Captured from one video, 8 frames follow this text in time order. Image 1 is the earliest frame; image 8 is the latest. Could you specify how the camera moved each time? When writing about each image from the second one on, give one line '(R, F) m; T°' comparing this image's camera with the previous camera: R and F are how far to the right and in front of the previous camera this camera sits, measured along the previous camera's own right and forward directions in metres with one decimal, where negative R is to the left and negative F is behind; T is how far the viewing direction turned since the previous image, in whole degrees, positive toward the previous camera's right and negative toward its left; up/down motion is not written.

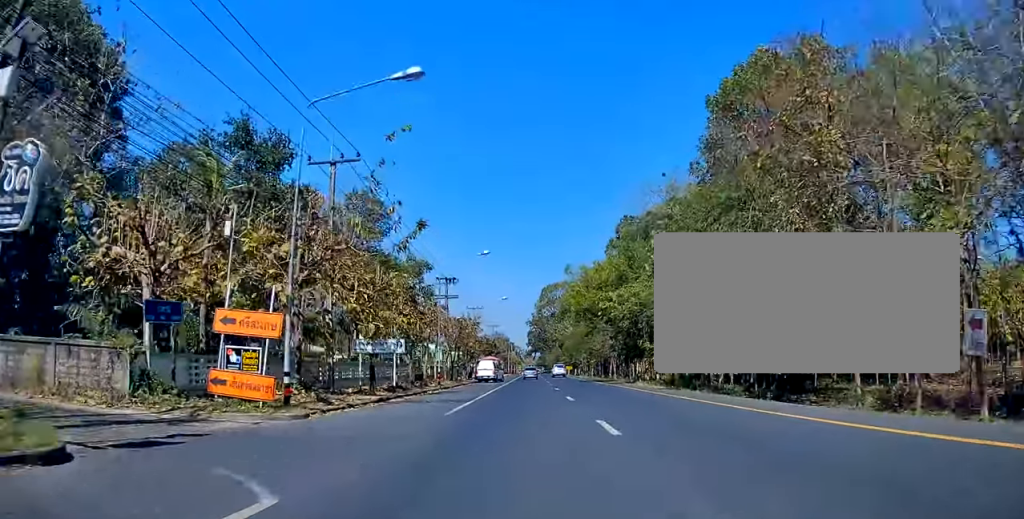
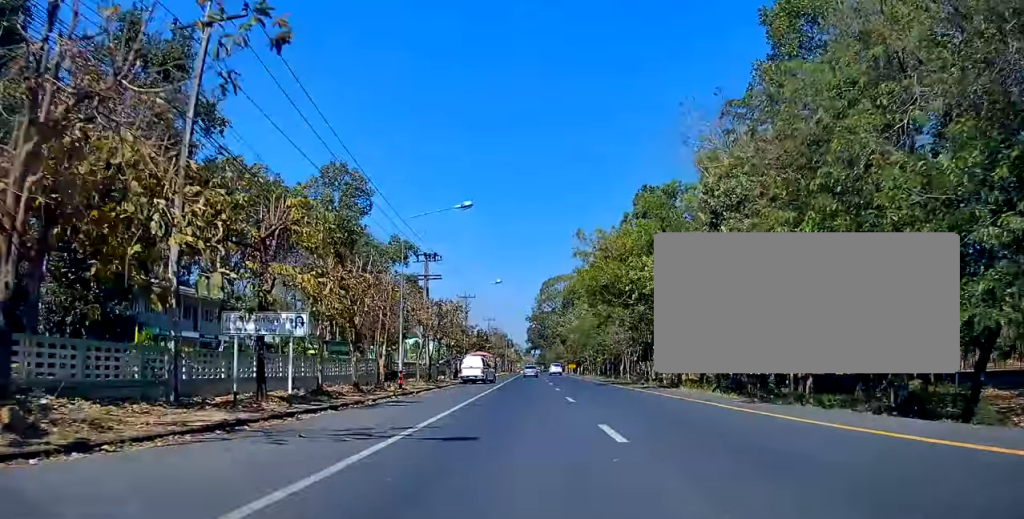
(0.0, +12.8) m; +1°
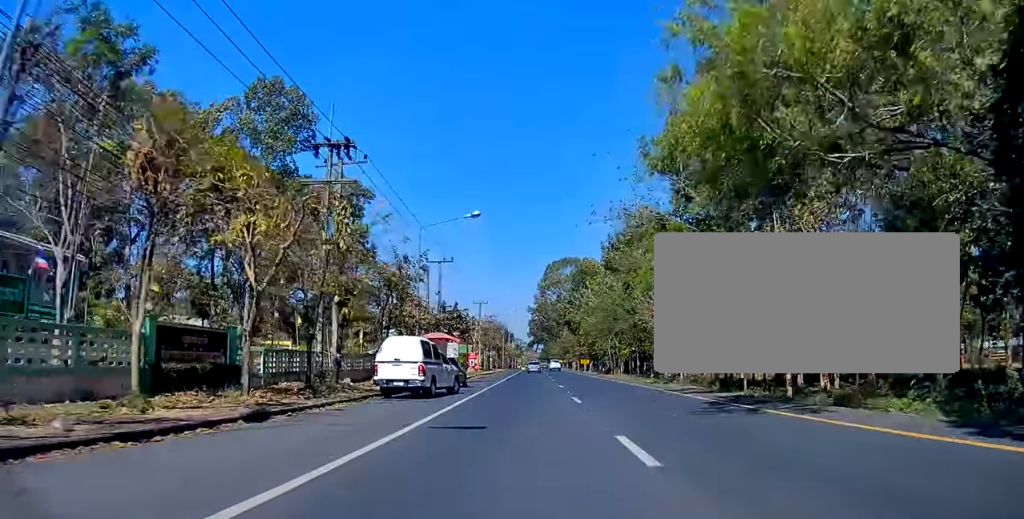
(+0.8, +26.2) m; +1°
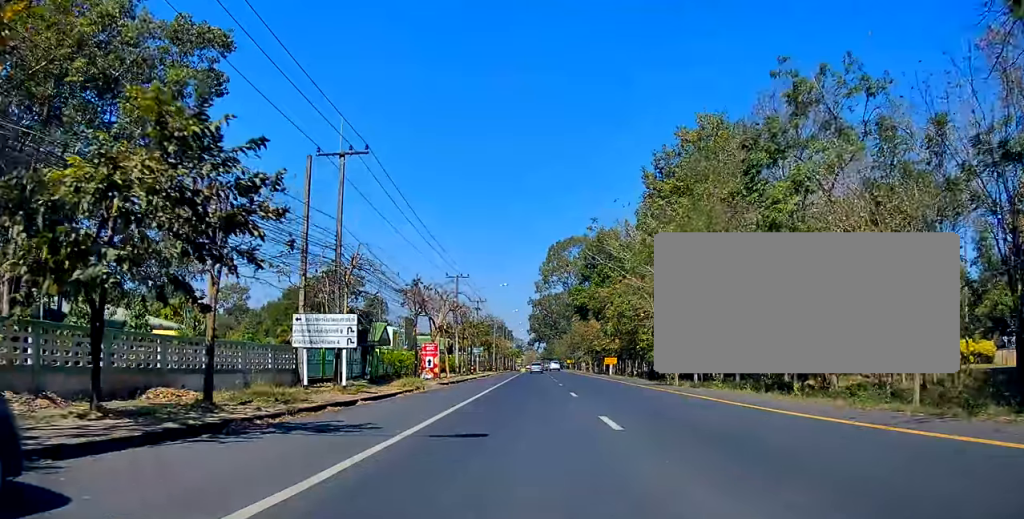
(-0.8, +31.9) m; 0°
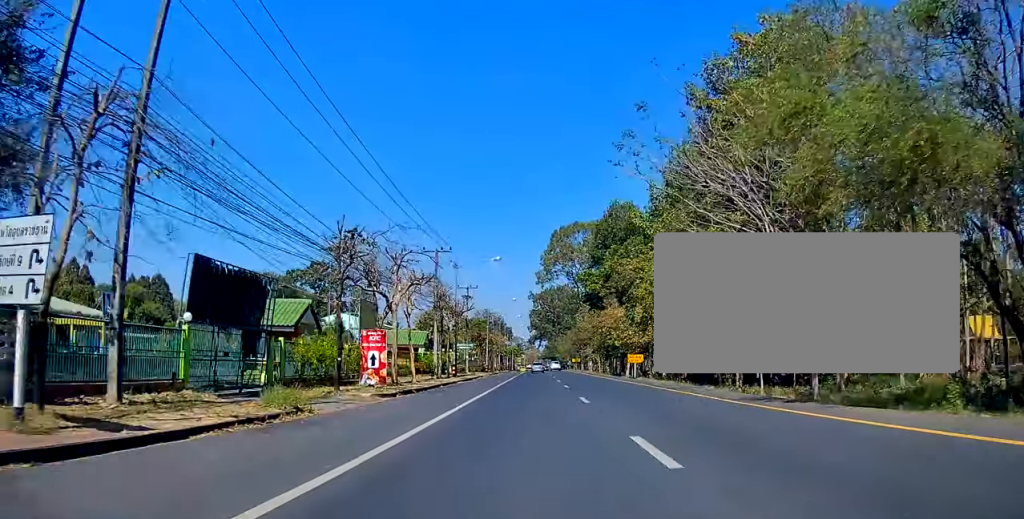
(+0.4, +16.0) m; 0°
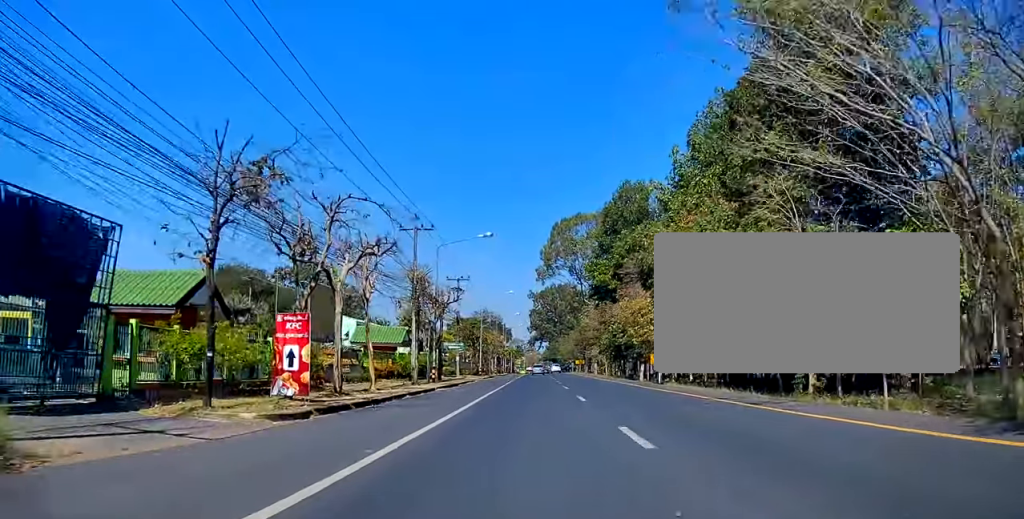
(0.0, +9.9) m; -1°
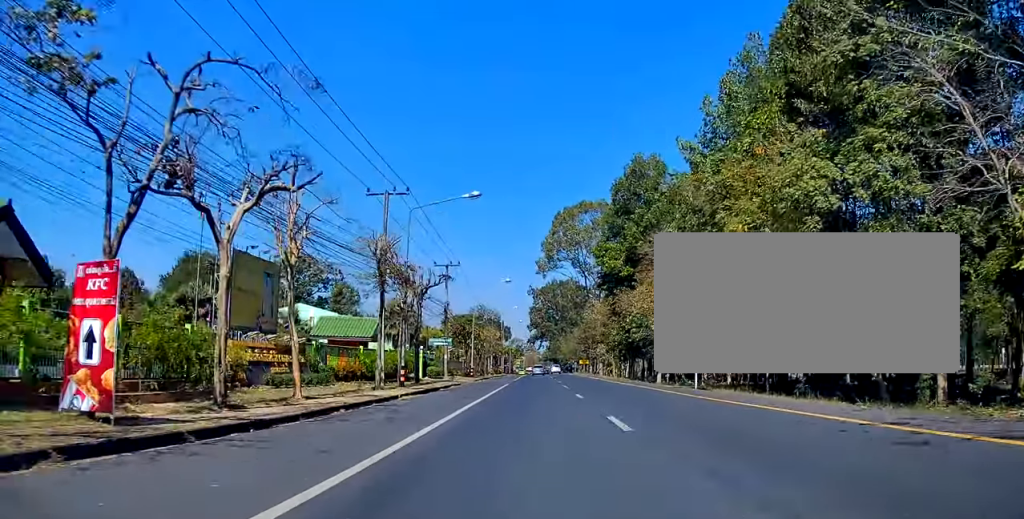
(-0.1, +9.7) m; -2°
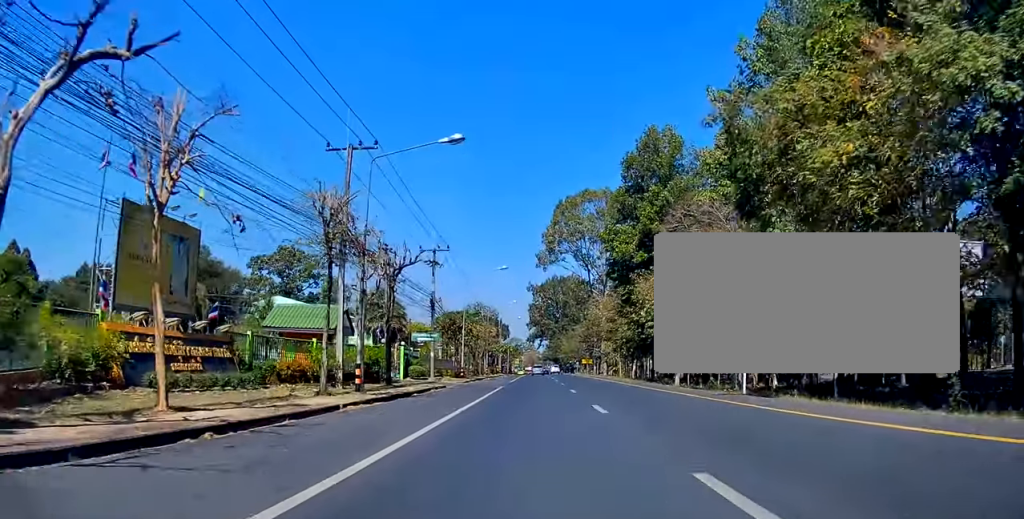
(-0.1, +7.9) m; 0°
